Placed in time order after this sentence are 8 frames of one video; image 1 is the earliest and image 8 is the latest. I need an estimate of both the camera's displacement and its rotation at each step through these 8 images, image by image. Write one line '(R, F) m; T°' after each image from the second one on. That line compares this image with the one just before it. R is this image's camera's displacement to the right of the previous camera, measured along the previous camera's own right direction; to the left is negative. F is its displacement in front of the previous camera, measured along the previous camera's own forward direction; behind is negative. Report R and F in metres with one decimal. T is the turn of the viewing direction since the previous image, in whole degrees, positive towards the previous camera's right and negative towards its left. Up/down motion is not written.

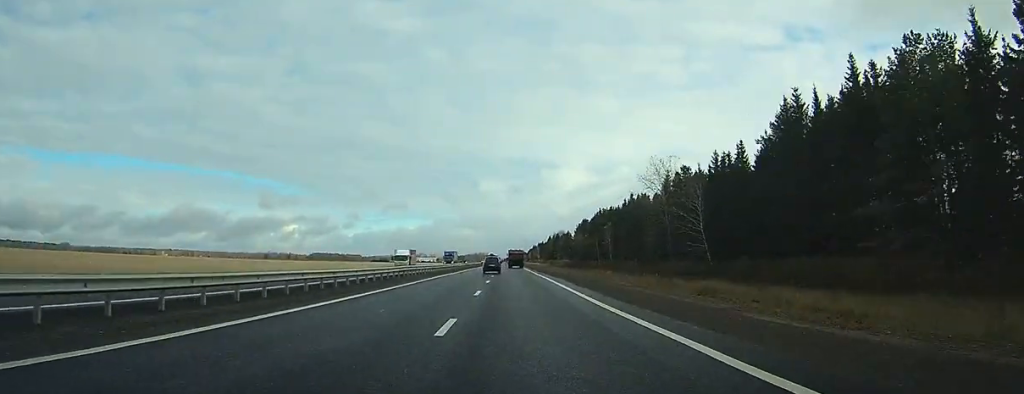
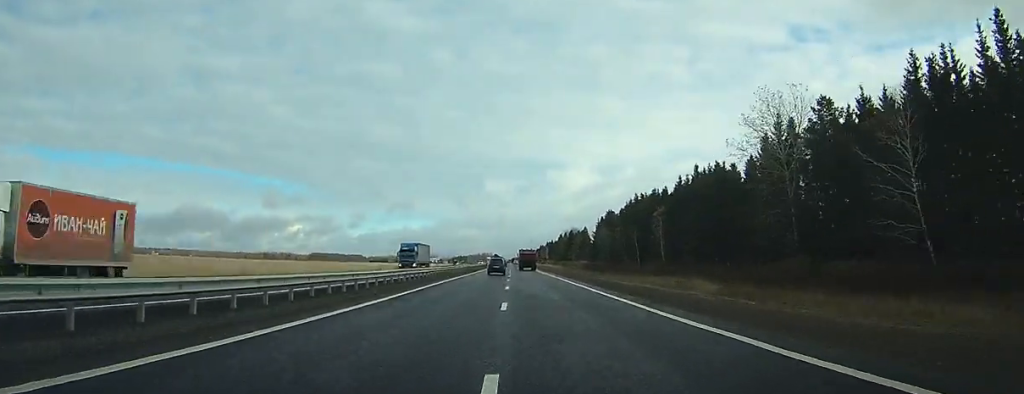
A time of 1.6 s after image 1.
(+0.2, +43.0) m; 0°
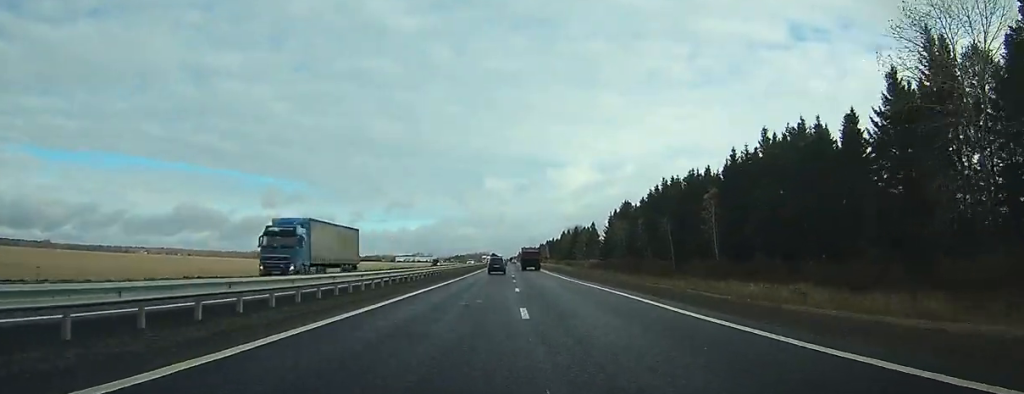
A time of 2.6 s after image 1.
(+0.1, +27.1) m; 0°
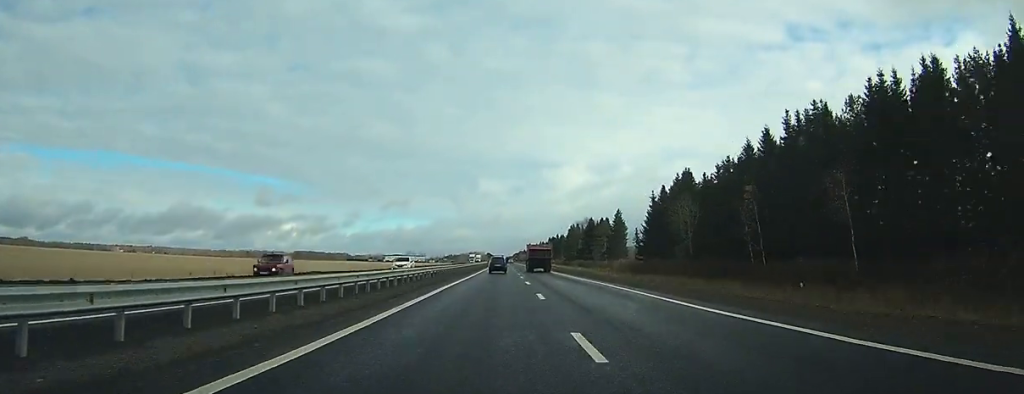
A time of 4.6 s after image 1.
(+0.1, +53.4) m; 0°
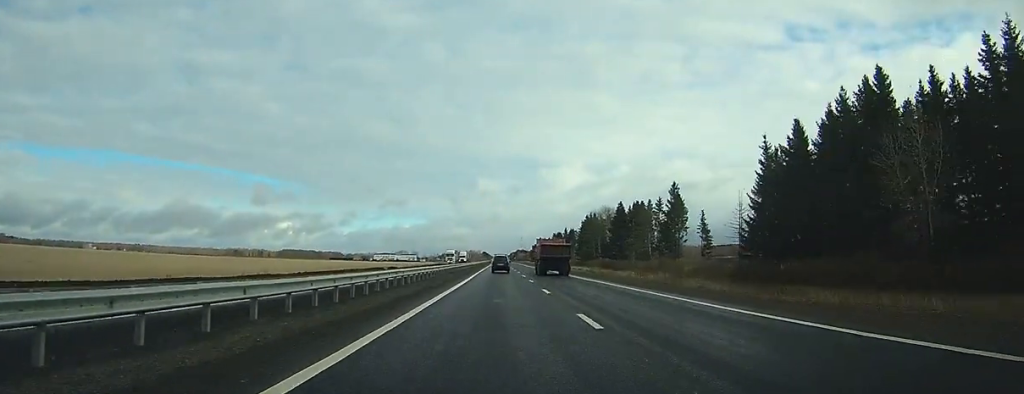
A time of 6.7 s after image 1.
(-0.3, +54.0) m; 0°
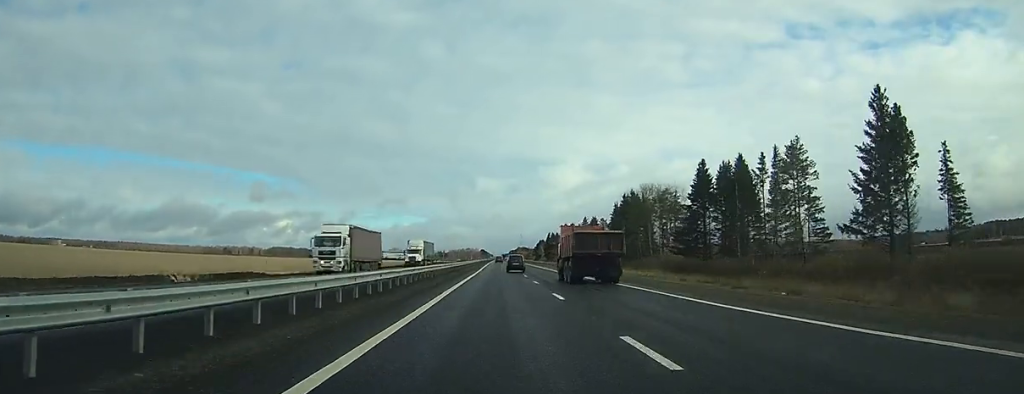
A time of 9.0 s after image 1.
(+0.2, +61.1) m; 0°
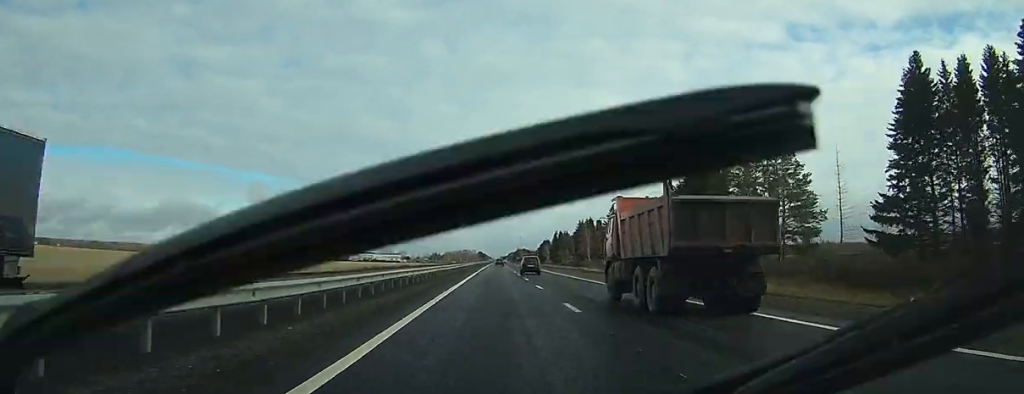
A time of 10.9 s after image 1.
(-0.1, +53.5) m; 0°
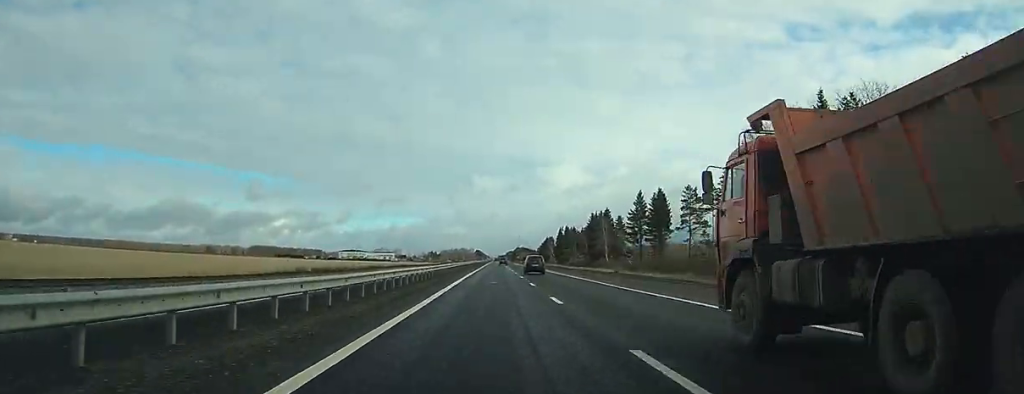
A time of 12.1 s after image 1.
(-0.1, +34.3) m; 0°
